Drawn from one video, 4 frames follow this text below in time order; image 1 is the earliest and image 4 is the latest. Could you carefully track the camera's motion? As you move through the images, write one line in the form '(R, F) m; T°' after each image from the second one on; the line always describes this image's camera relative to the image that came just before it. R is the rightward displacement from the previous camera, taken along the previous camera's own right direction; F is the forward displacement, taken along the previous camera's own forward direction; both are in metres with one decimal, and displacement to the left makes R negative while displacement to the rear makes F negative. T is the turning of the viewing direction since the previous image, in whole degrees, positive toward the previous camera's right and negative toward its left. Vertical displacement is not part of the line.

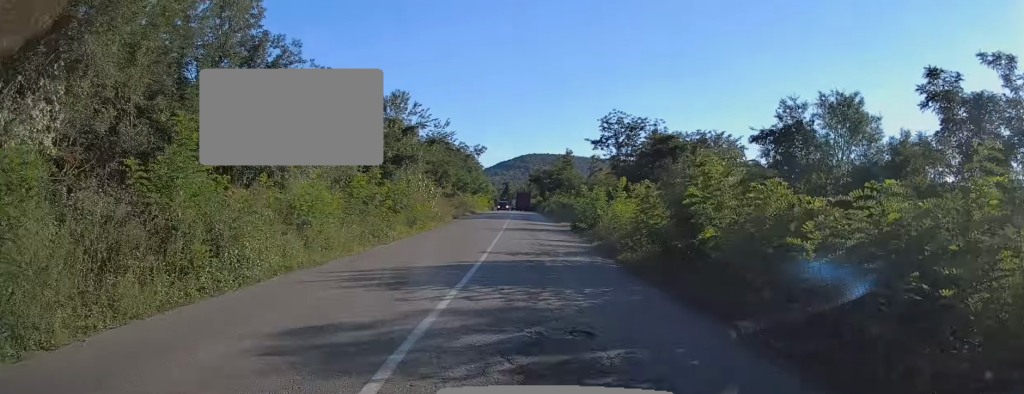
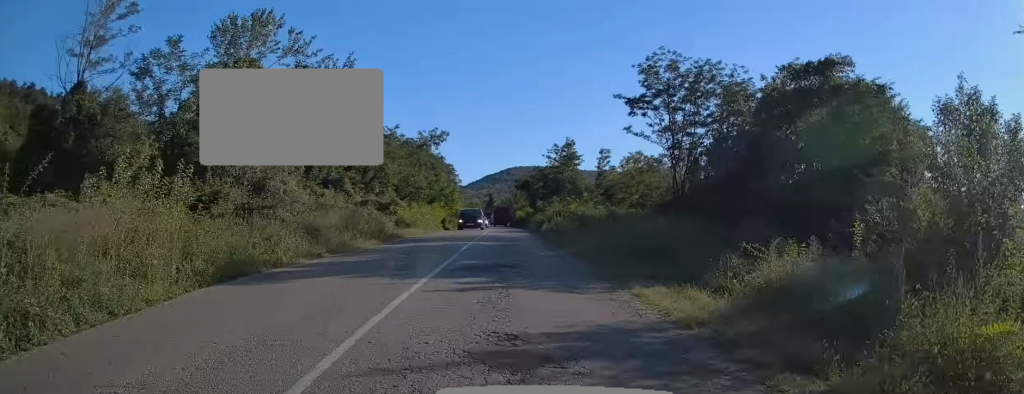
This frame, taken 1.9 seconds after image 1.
(+0.6, +29.3) m; +2°
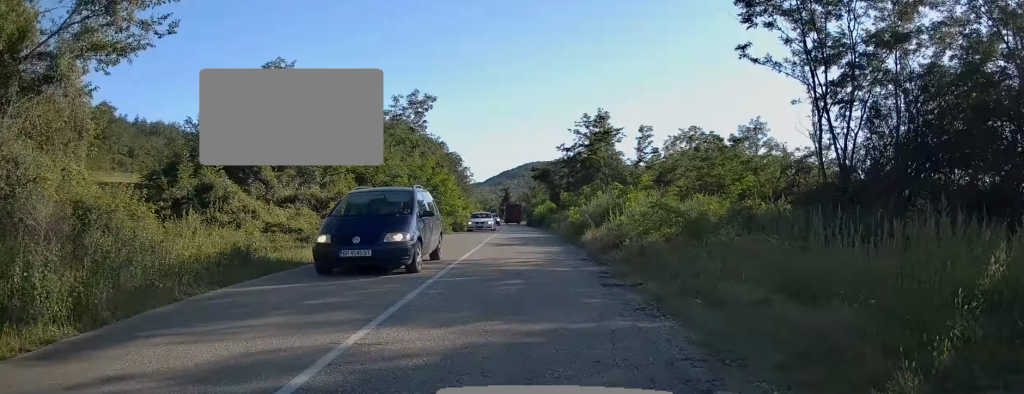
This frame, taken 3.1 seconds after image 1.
(-0.1, +17.2) m; -1°
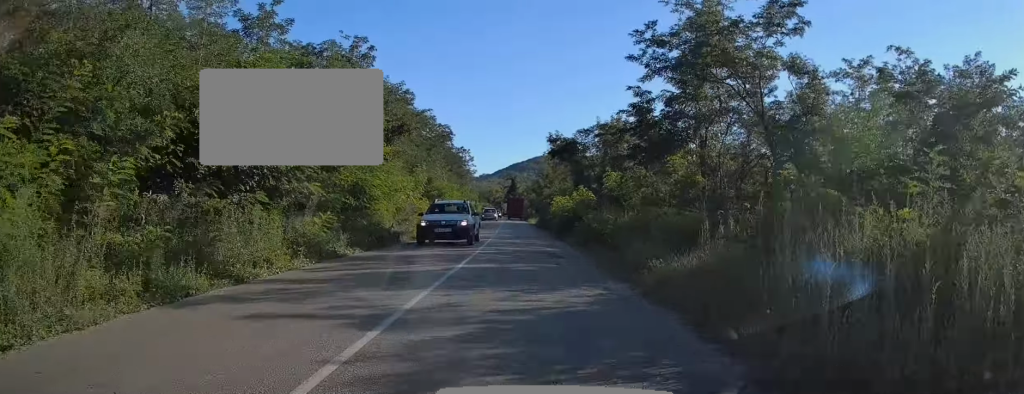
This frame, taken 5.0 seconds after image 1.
(-0.4, +29.3) m; -1°
